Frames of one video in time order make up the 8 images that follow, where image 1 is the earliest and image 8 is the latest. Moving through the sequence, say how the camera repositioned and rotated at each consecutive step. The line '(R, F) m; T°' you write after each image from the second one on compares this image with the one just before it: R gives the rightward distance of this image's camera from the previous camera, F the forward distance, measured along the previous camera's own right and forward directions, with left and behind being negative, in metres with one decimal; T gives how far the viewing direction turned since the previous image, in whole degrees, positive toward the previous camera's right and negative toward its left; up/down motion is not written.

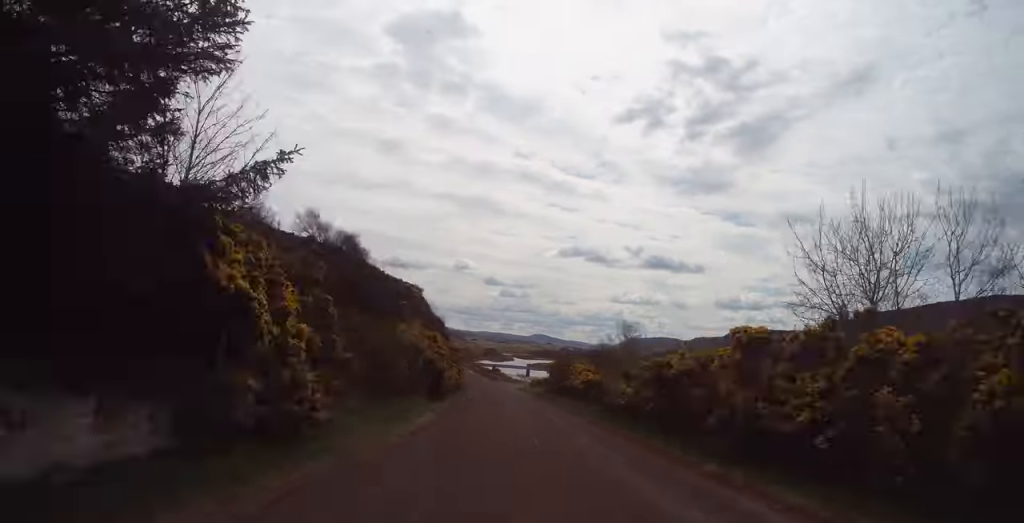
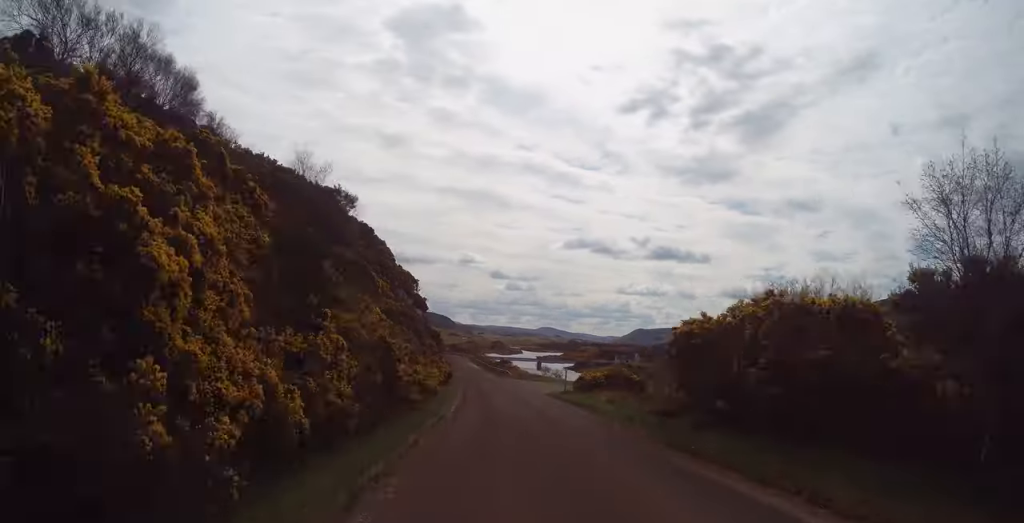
(-0.1, +37.0) m; -1°
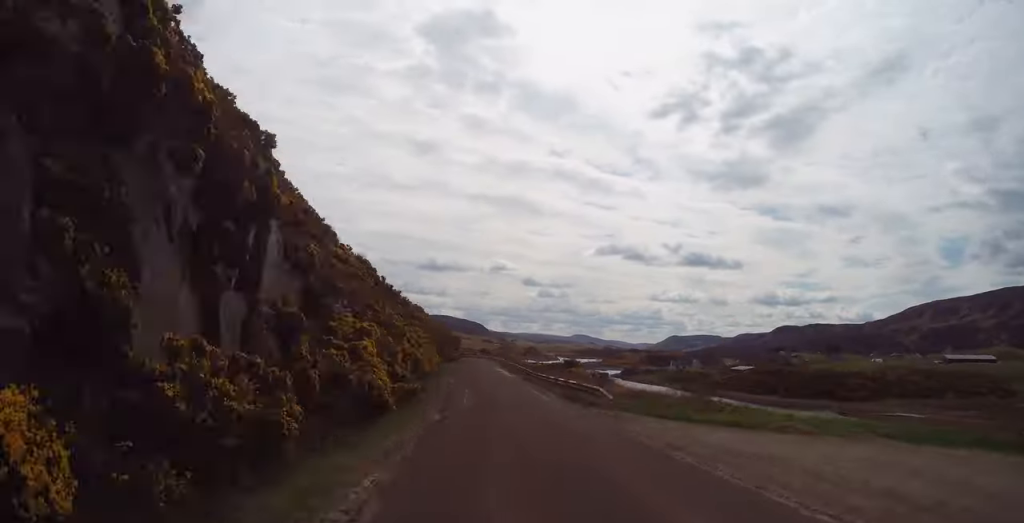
(-0.9, +48.4) m; -2°
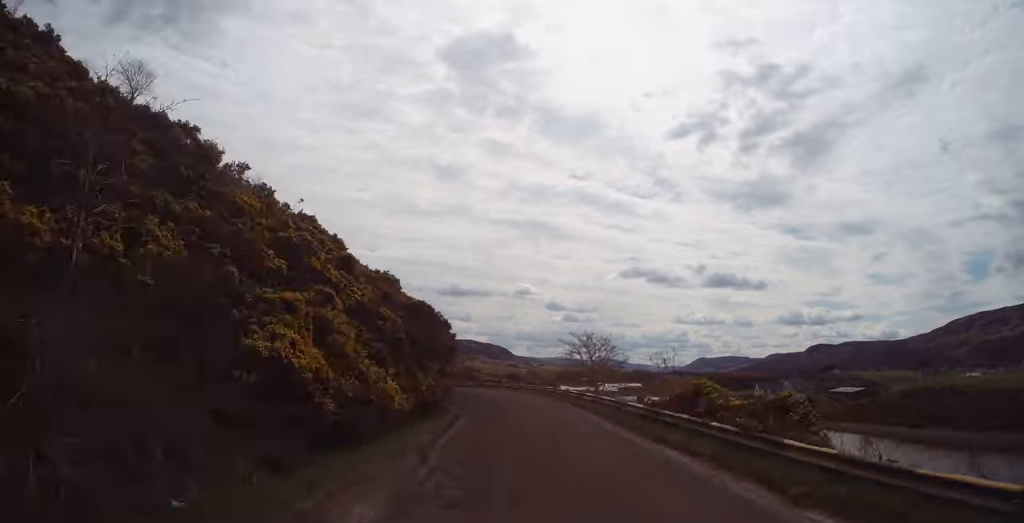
(-2.0, +73.7) m; -4°
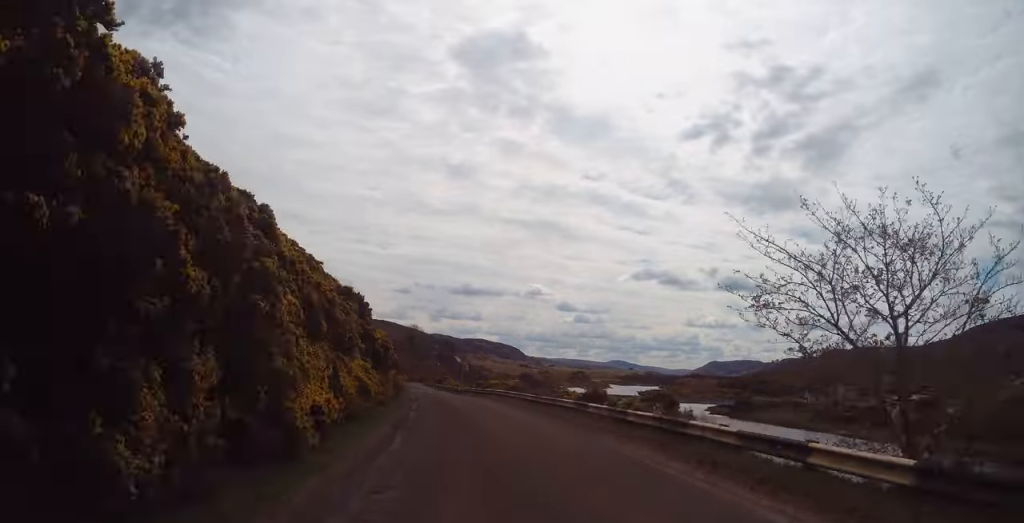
(-1.0, +34.8) m; -3°
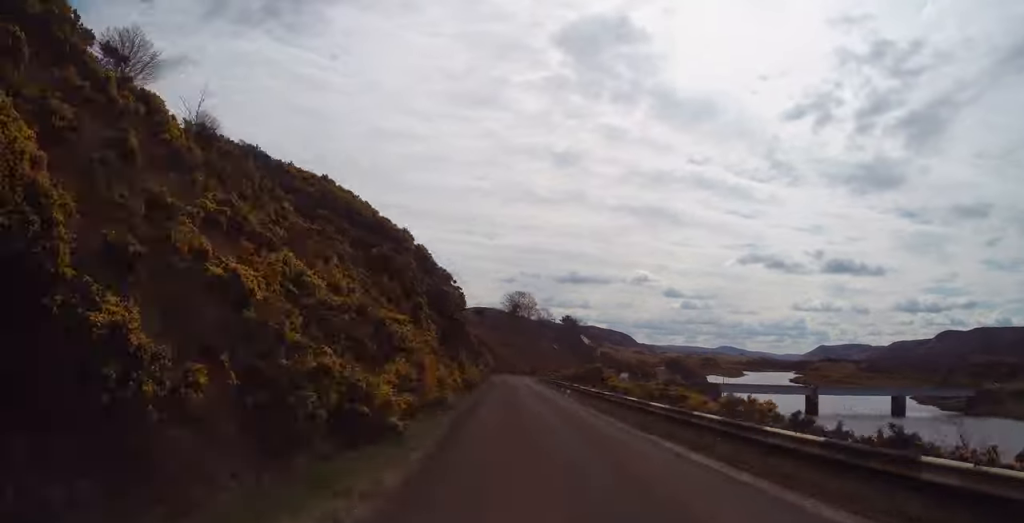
(-3.7, +73.3) m; -4°
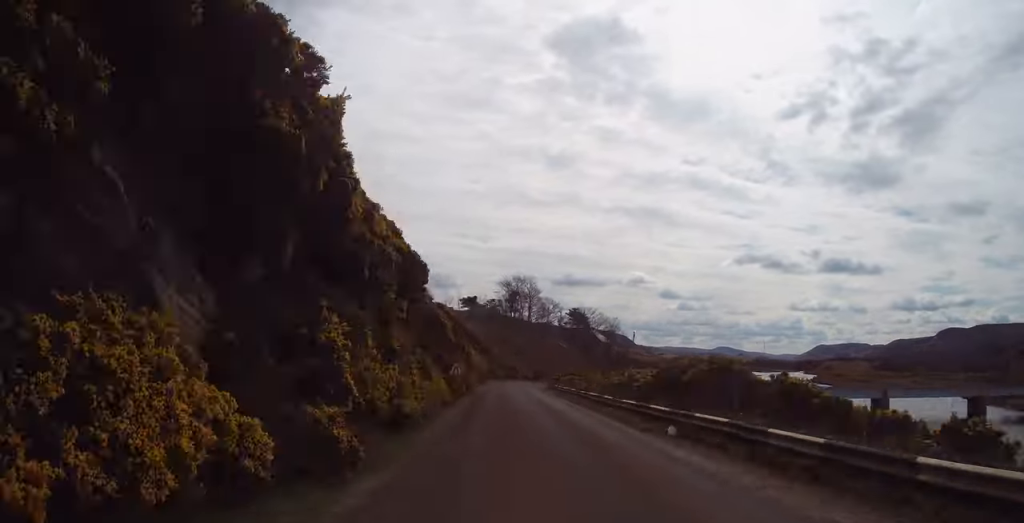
(-0.2, +26.4) m; 0°
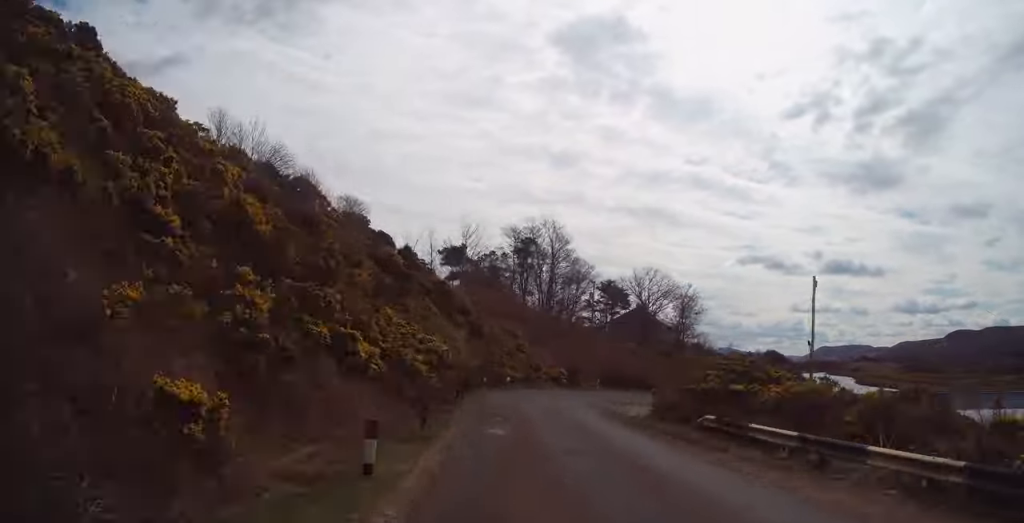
(-0.1, +41.8) m; +4°
